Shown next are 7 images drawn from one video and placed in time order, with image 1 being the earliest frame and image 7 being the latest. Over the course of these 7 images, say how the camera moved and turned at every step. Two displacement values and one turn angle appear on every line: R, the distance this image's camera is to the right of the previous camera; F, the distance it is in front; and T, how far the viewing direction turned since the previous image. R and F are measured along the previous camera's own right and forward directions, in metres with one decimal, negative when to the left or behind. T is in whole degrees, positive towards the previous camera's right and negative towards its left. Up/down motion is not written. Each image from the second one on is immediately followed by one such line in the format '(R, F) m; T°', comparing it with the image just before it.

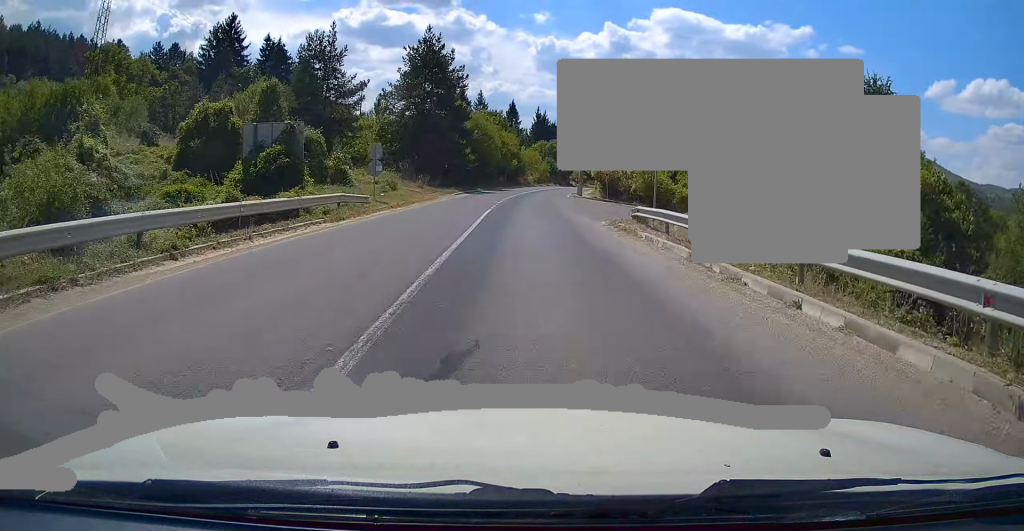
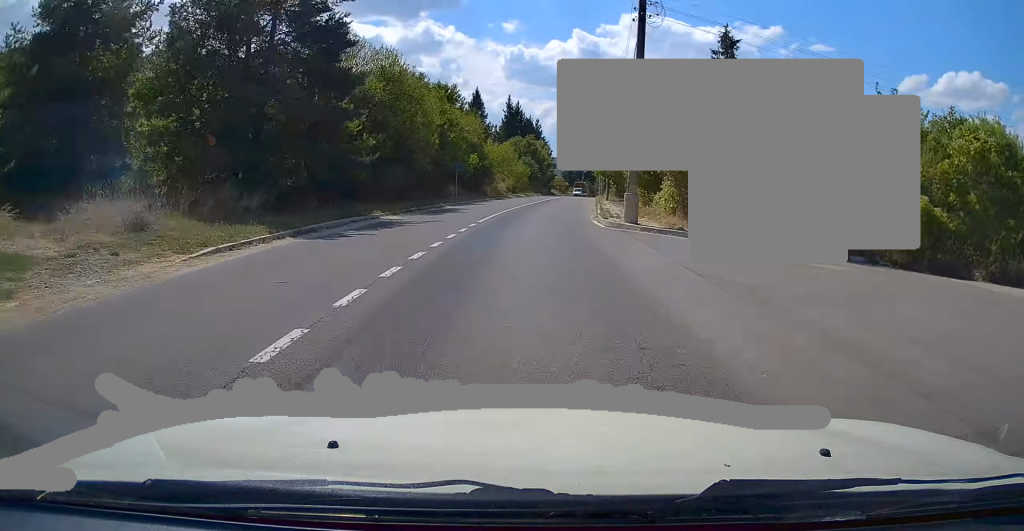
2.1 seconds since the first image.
(+0.8, +34.1) m; +4°
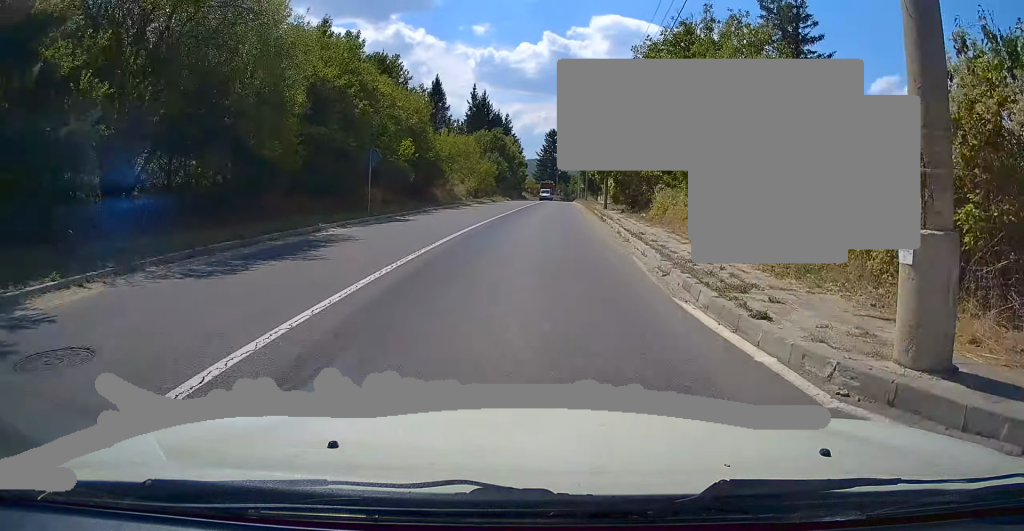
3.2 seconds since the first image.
(+0.6, +16.6) m; +3°
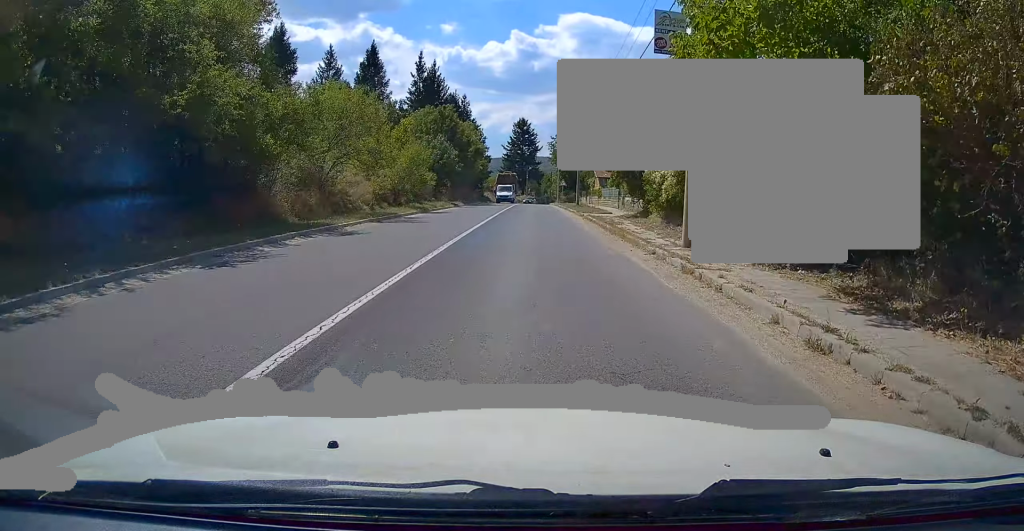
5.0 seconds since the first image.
(+0.5, +25.6) m; +3°
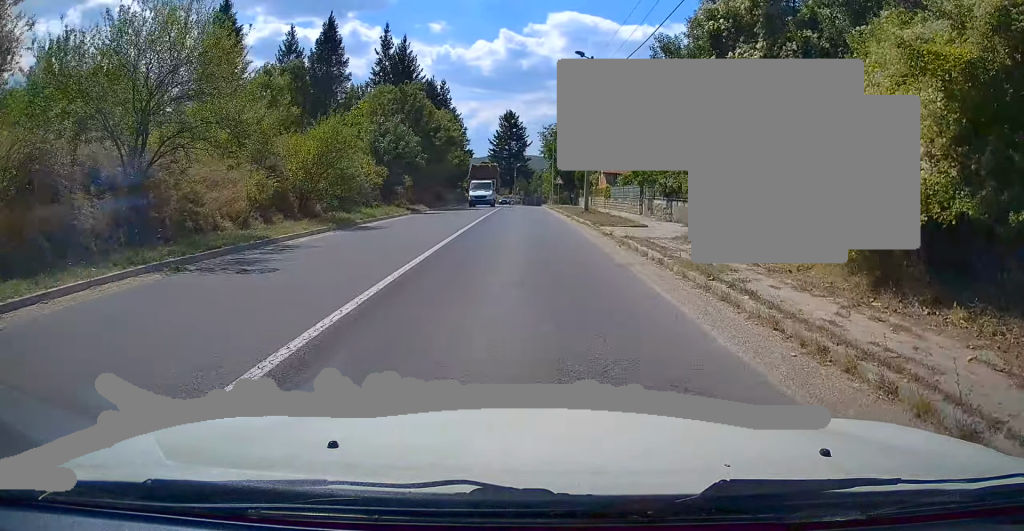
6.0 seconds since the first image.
(+0.4, +13.7) m; +1°
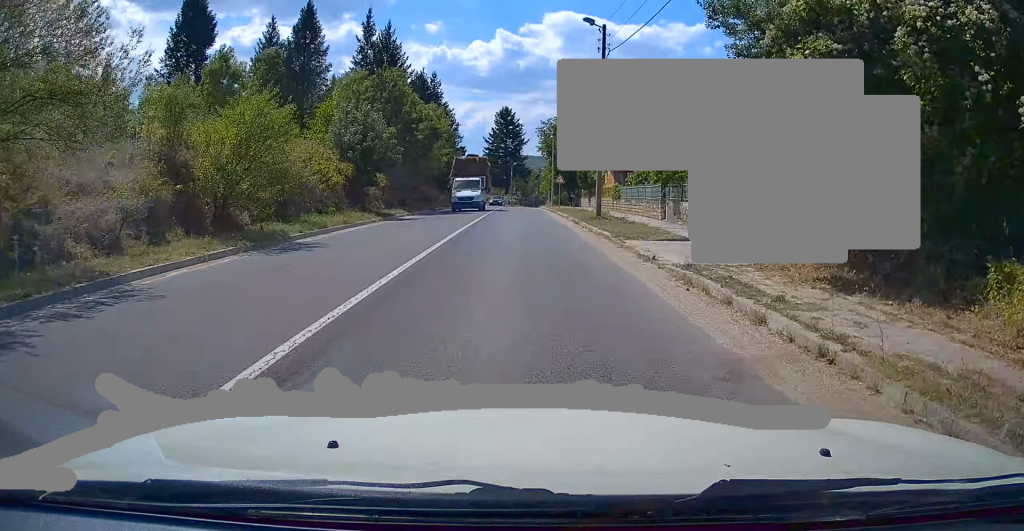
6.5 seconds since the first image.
(-0.2, +6.3) m; 0°
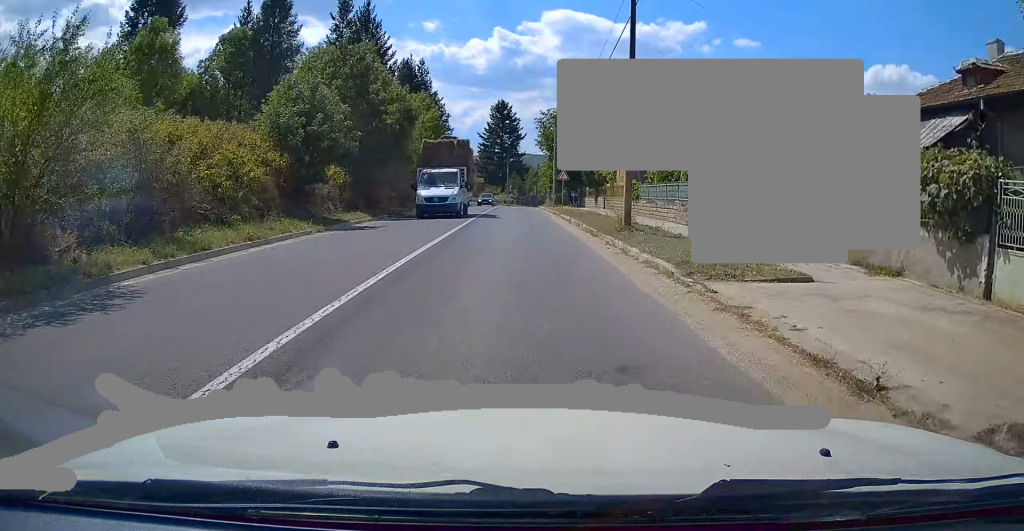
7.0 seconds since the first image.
(0.0, +7.7) m; 0°
